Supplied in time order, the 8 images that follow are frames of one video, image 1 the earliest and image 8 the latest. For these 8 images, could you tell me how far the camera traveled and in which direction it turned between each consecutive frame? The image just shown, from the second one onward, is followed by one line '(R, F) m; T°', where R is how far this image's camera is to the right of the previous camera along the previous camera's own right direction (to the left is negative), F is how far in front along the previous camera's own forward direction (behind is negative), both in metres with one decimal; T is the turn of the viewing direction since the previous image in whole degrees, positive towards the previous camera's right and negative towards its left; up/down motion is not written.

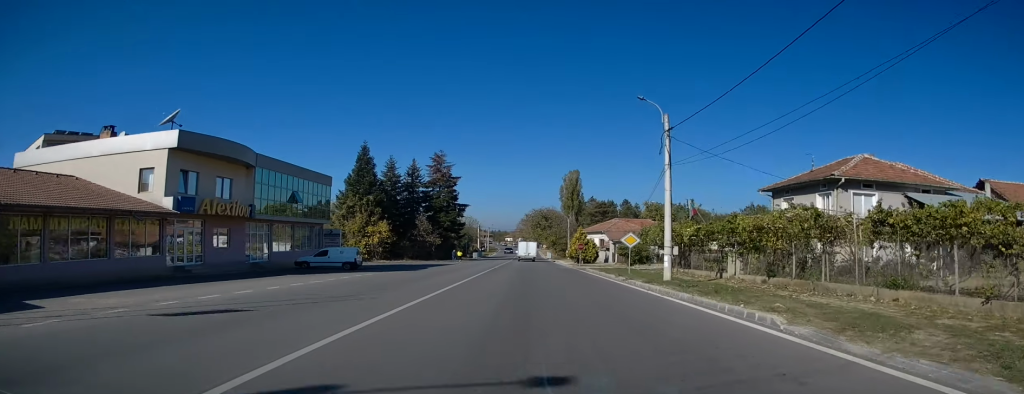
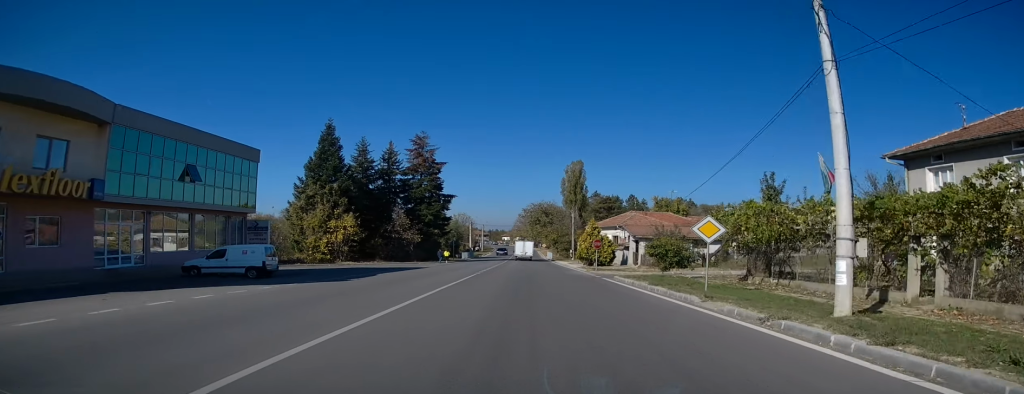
(+0.1, +14.0) m; +1°
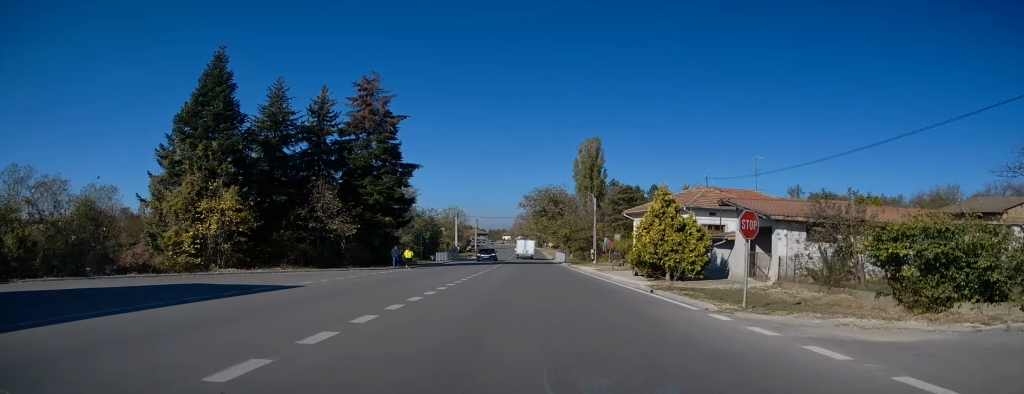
(+0.1, +25.2) m; 0°
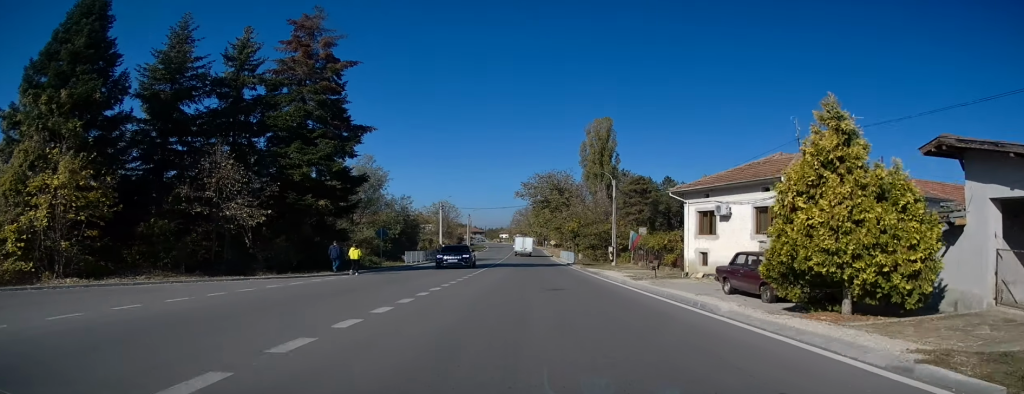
(-0.1, +14.6) m; 0°
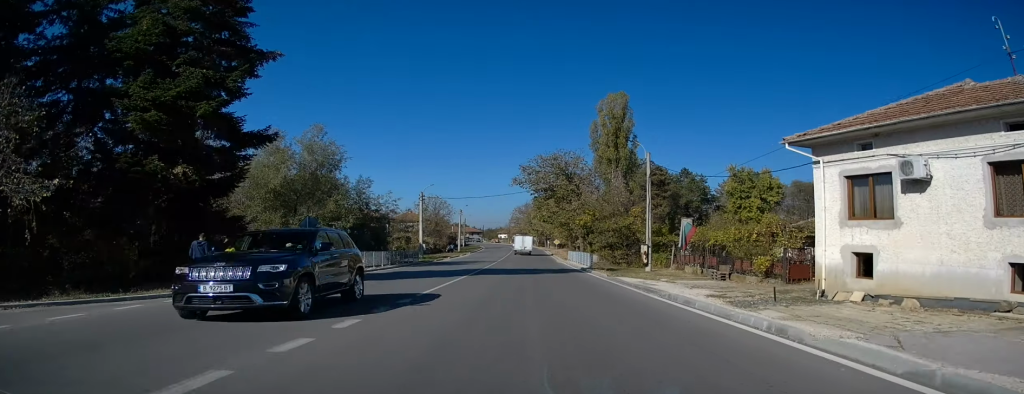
(0.0, +12.7) m; 0°
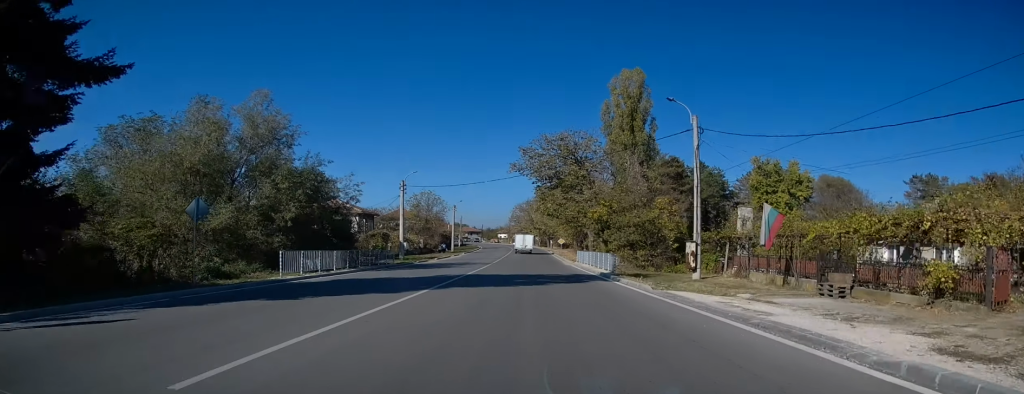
(+0.1, +9.8) m; 0°
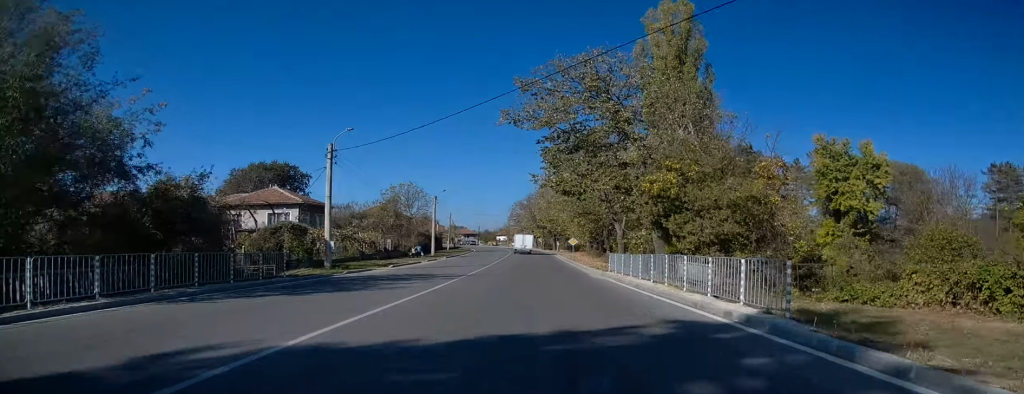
(-0.1, +17.8) m; -1°
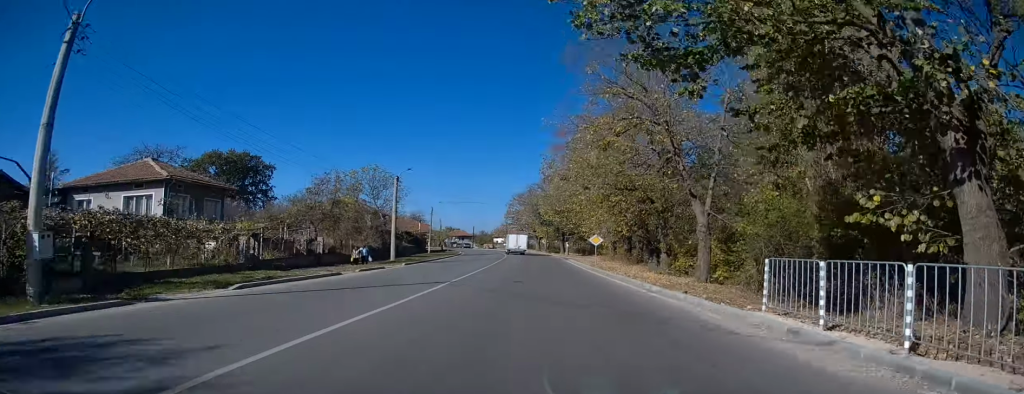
(-0.1, +20.3) m; +1°
